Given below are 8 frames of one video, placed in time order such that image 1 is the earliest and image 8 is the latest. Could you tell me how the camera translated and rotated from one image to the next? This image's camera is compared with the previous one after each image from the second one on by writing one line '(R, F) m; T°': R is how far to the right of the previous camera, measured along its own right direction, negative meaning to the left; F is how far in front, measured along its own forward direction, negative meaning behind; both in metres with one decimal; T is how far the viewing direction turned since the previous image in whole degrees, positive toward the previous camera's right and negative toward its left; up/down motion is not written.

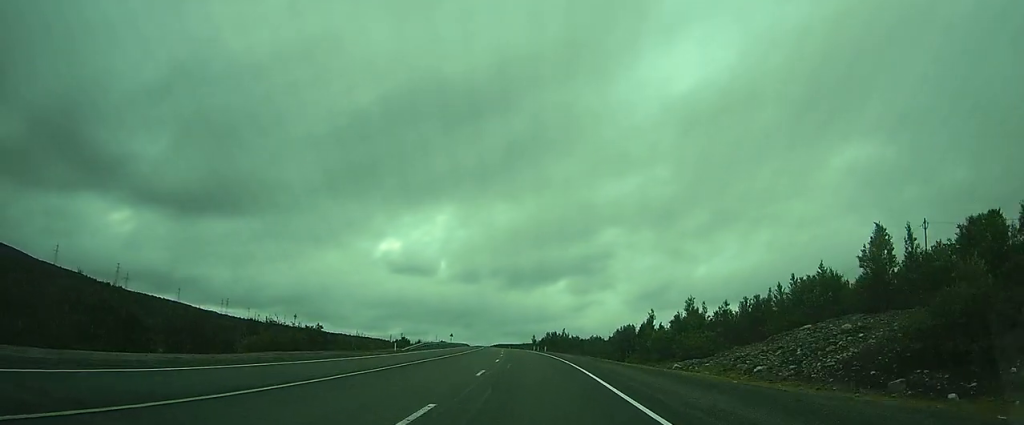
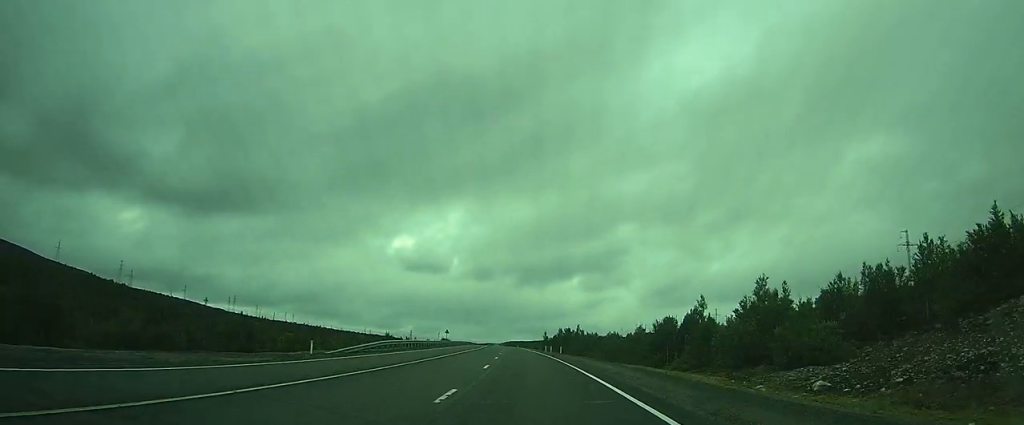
(-0.3, +21.3) m; -2°
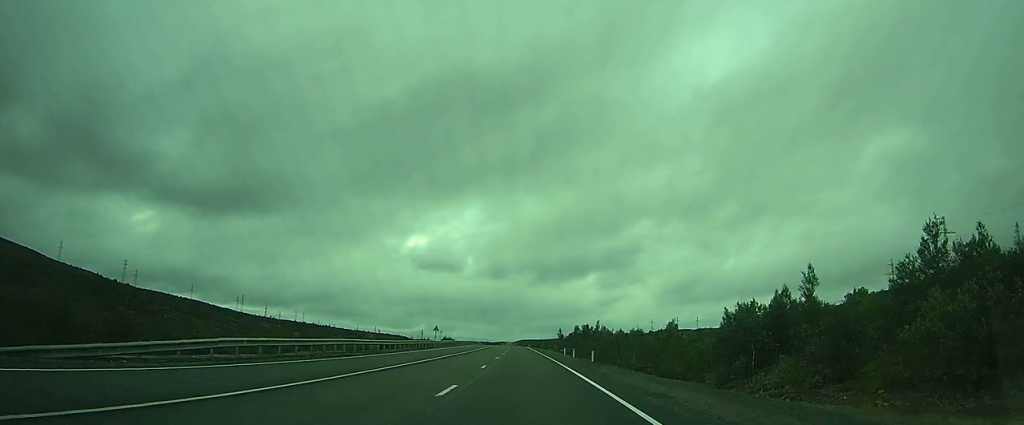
(-0.4, +23.9) m; -1°
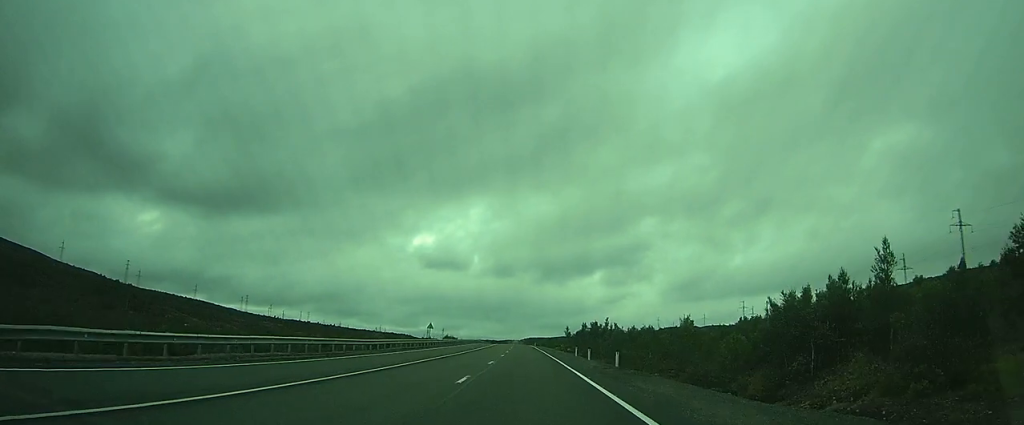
(0.0, +8.9) m; 0°
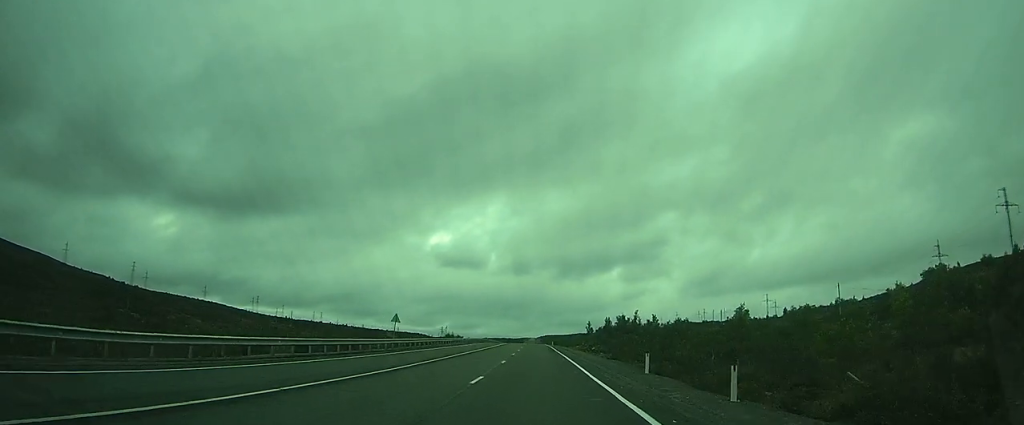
(-0.3, +25.4) m; -2°
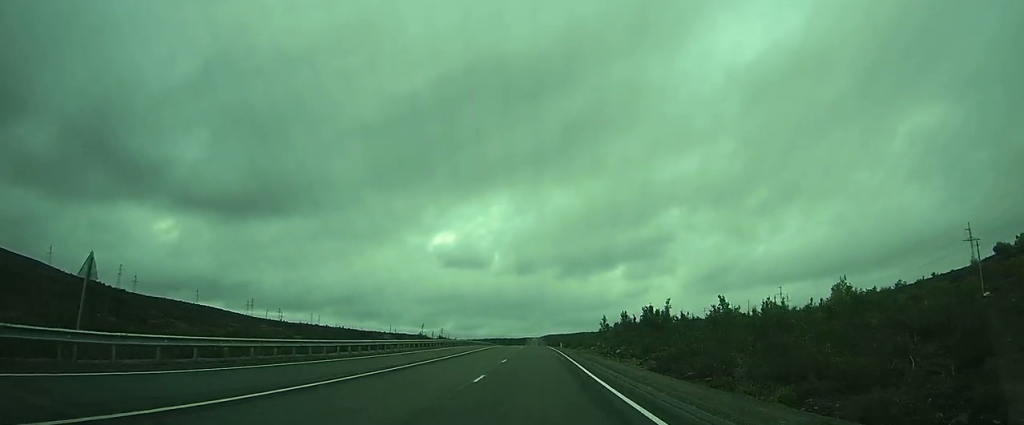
(-0.4, +36.0) m; -1°
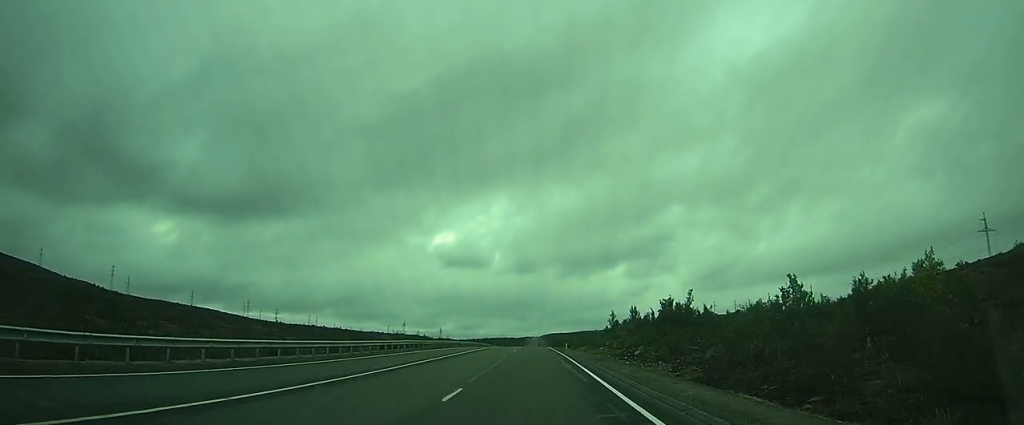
(0.0, +17.4) m; -1°
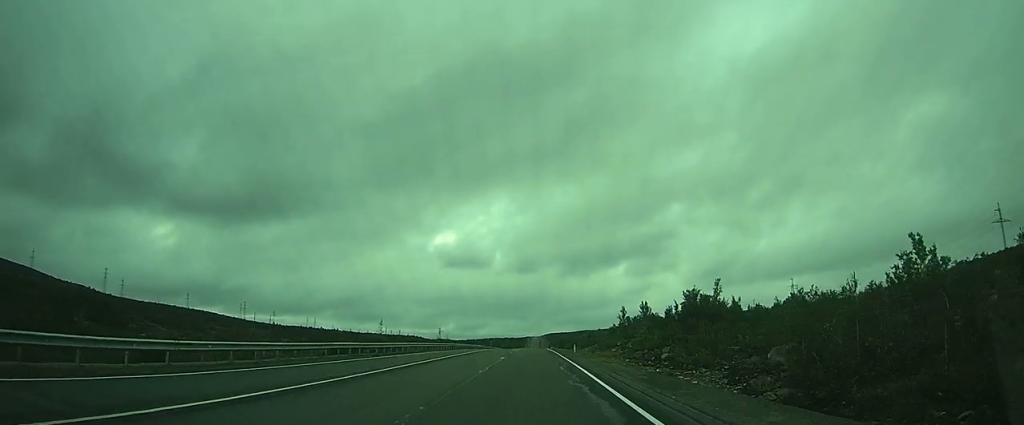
(-0.3, +15.9) m; -1°
